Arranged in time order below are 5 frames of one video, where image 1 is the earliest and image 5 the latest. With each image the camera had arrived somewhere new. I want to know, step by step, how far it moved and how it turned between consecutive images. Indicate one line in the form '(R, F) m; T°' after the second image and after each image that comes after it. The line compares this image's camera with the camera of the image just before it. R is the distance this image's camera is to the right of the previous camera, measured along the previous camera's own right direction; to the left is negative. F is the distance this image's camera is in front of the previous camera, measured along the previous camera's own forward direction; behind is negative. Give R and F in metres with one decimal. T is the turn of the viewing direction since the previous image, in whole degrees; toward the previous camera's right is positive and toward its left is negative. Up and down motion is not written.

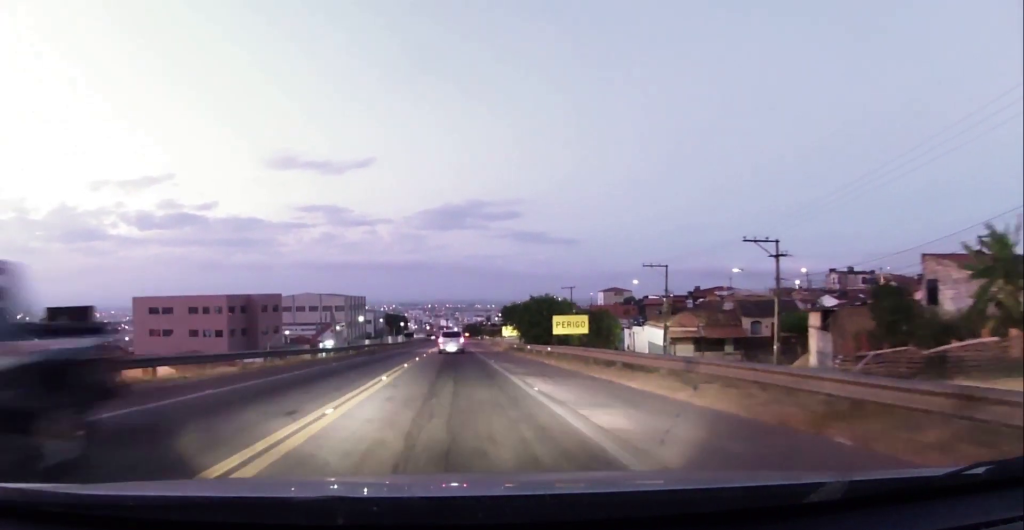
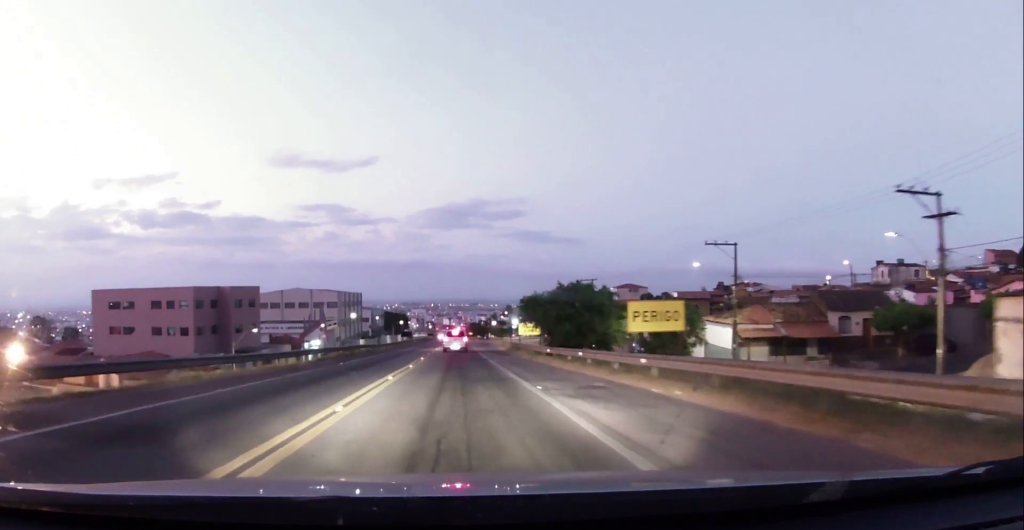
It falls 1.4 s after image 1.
(0.0, +14.0) m; 0°
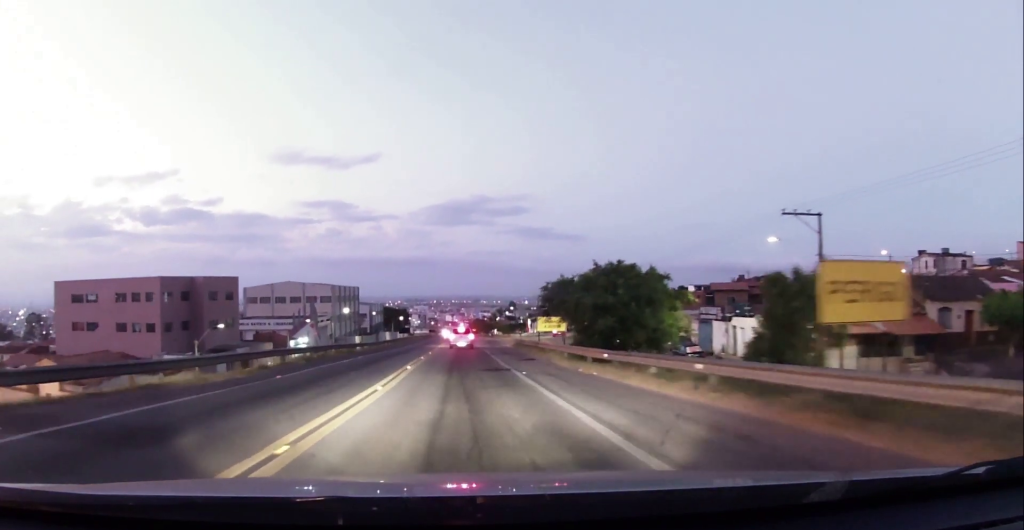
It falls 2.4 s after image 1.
(0.0, +11.0) m; 0°
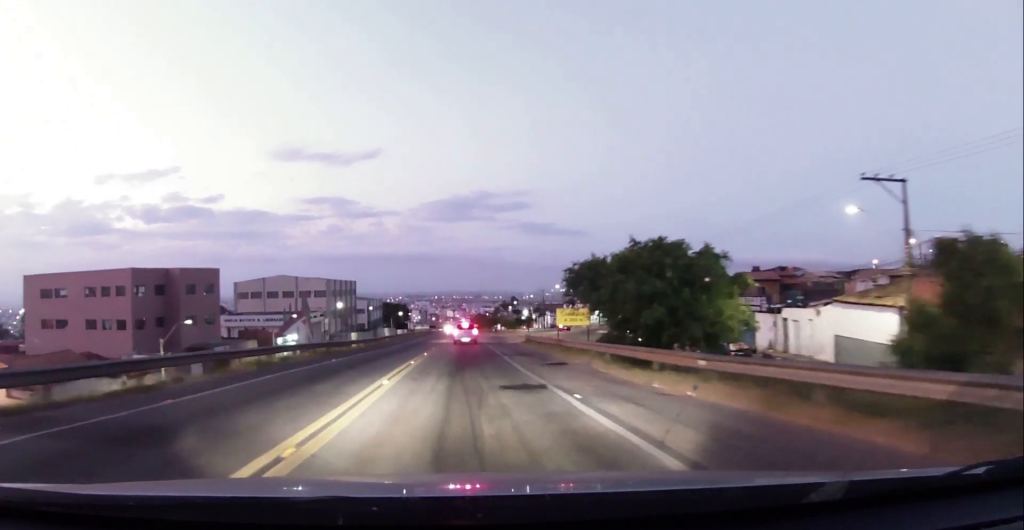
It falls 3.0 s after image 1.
(+0.1, +7.8) m; +1°
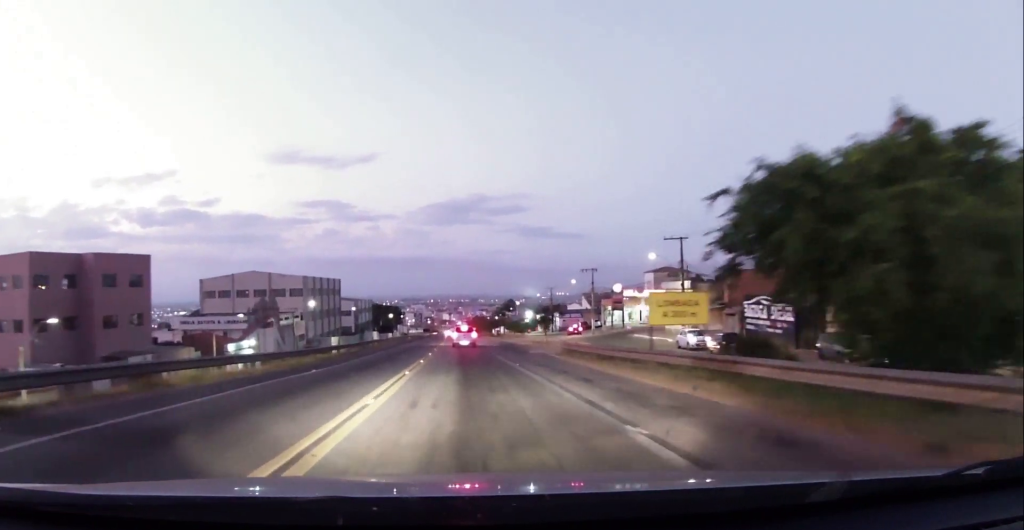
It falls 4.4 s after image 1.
(+0.2, +18.7) m; 0°
